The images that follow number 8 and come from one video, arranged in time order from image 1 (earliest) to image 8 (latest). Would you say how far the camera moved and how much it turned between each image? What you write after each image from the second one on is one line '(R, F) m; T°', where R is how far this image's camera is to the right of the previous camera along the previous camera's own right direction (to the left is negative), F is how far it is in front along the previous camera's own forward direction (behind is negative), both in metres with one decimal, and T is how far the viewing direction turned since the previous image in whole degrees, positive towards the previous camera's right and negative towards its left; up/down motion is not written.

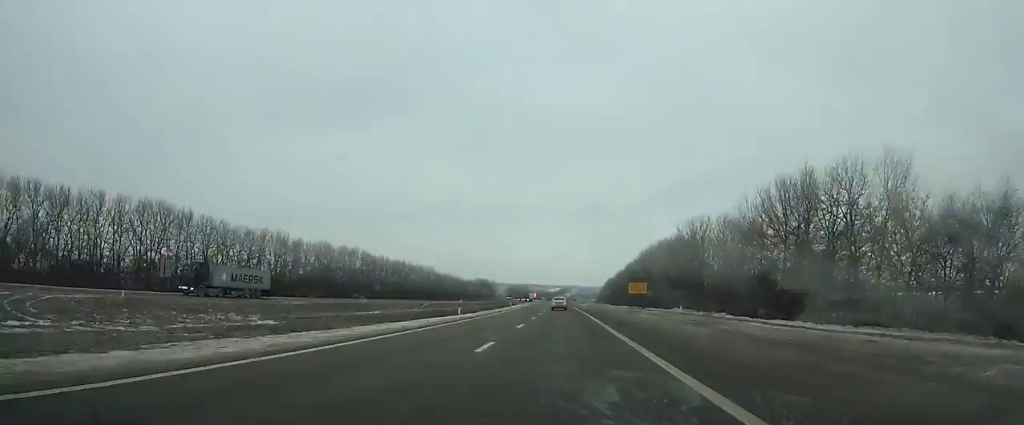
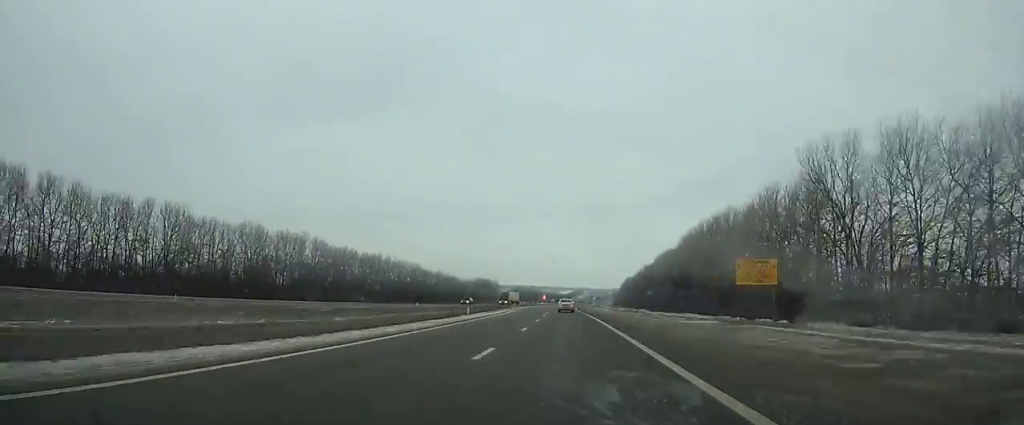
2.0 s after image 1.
(-0.4, +49.9) m; -1°
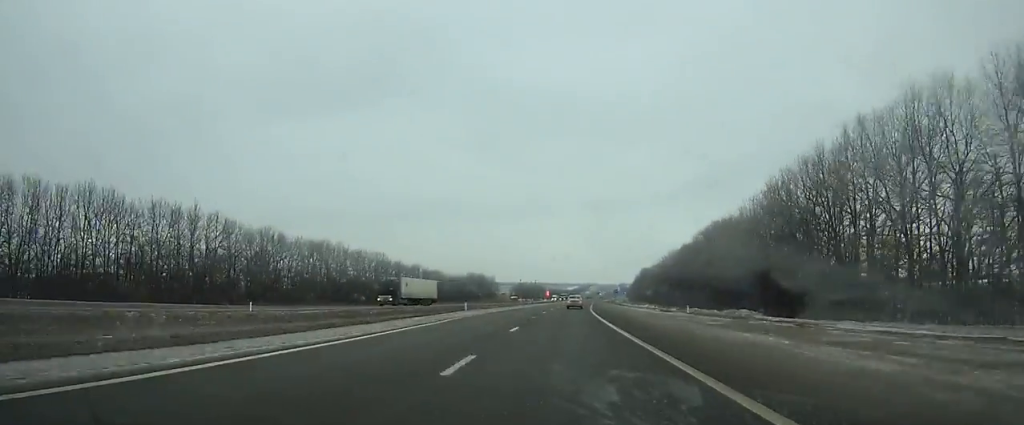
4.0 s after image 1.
(-0.4, +49.8) m; 0°
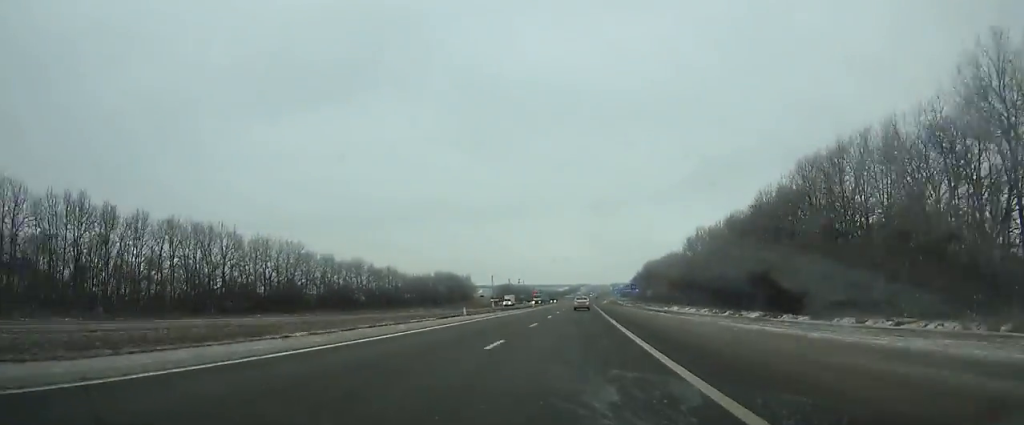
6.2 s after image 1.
(+0.3, +54.3) m; +1°
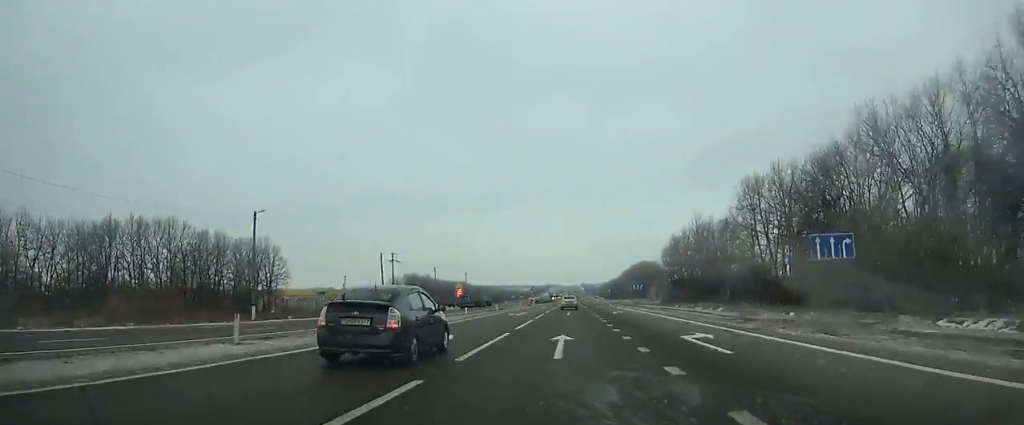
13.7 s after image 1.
(+4.7, +180.4) m; +2°
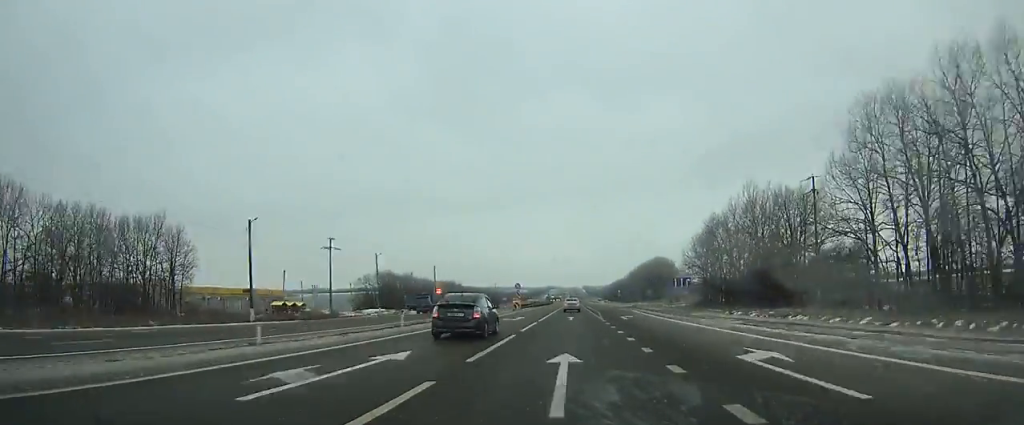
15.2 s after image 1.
(+0.1, +35.1) m; 0°
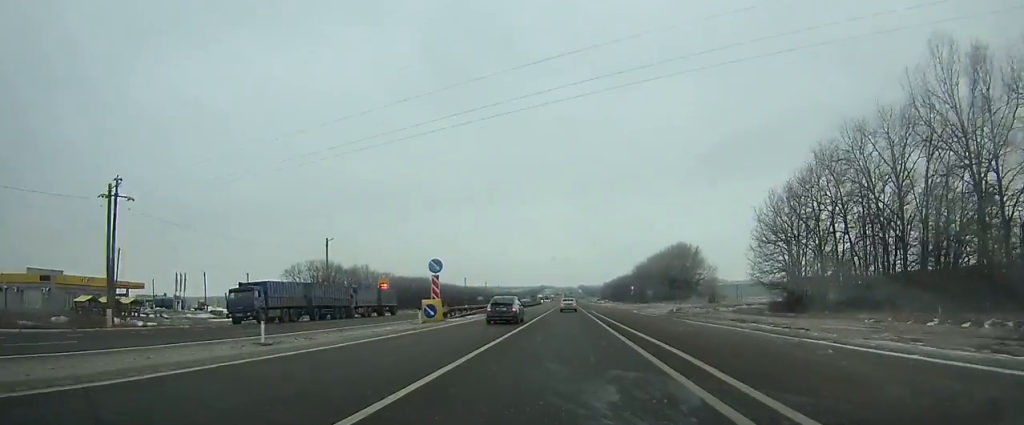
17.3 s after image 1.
(+0.1, +49.1) m; 0°
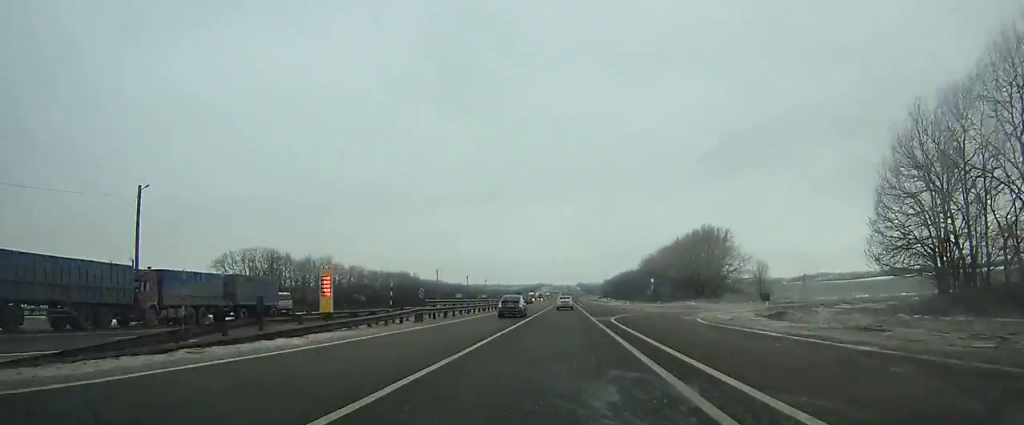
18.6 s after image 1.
(0.0, +30.3) m; 0°
